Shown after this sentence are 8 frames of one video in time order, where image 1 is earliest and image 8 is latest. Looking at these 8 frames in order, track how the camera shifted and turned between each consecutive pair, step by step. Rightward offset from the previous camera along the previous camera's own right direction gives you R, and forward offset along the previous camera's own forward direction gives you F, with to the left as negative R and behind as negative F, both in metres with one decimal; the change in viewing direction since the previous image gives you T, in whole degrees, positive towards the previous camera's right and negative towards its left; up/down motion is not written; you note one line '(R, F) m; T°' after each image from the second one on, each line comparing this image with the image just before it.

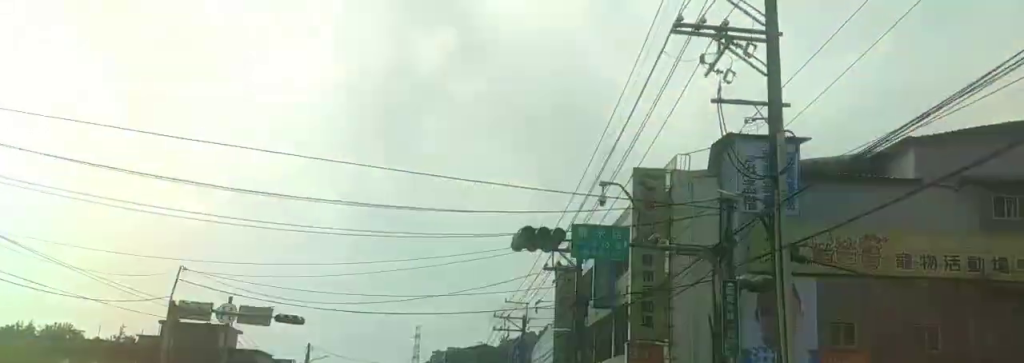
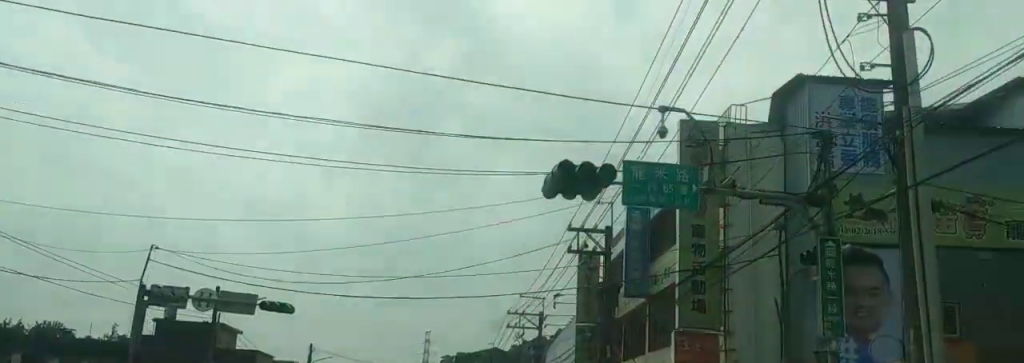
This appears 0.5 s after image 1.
(-0.4, +4.9) m; -1°
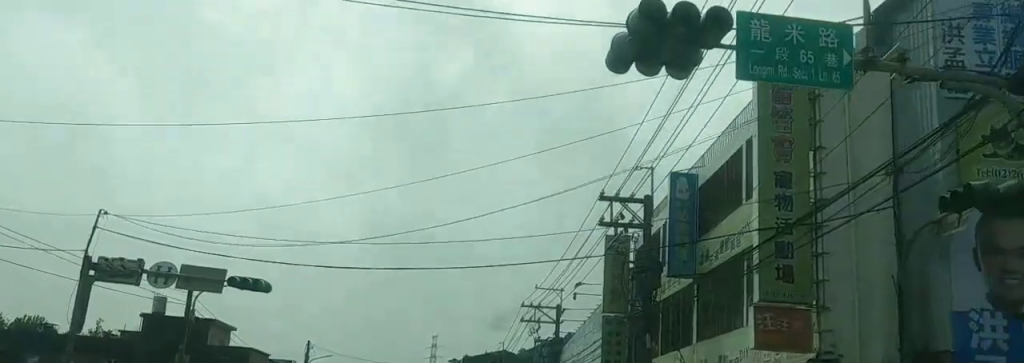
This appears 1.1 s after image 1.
(-0.1, +5.3) m; -1°
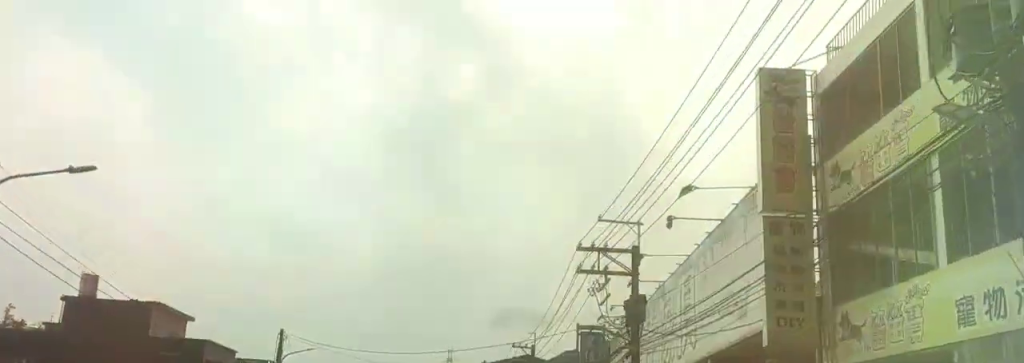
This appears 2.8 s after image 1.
(-0.7, +15.9) m; -4°
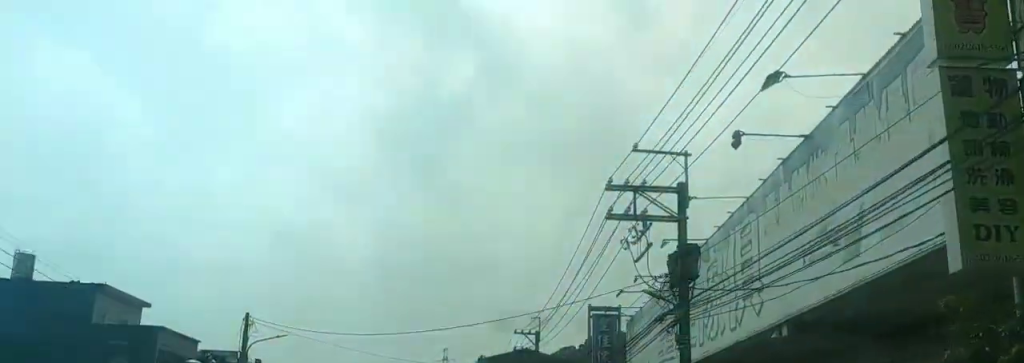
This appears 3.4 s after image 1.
(+0.2, +6.6) m; +1°
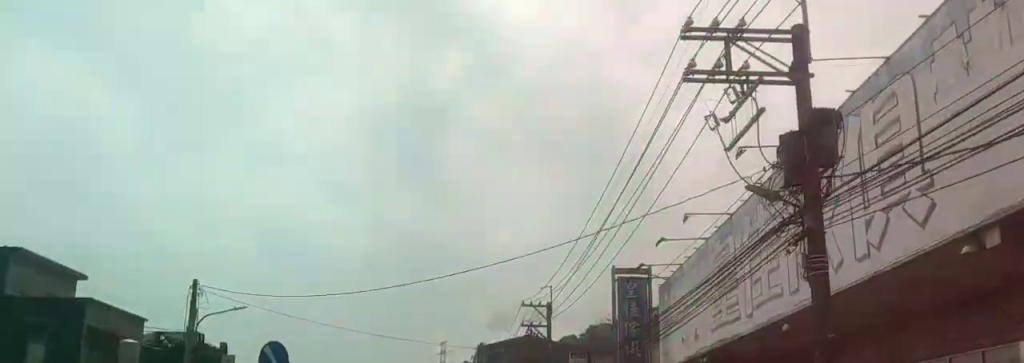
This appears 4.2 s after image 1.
(+0.1, +8.1) m; +1°
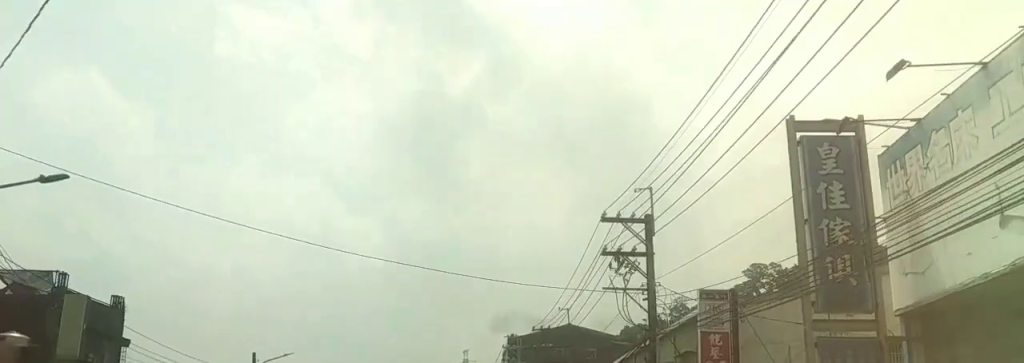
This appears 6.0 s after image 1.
(-0.2, +19.6) m; 0°
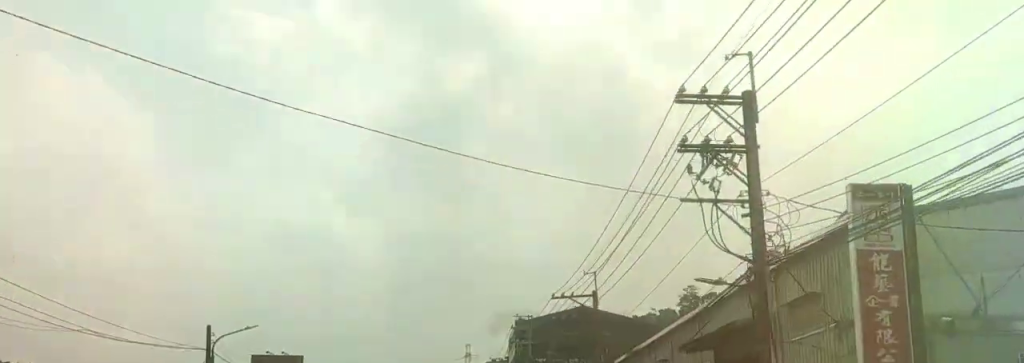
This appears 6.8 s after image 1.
(+0.2, +9.5) m; +1°
